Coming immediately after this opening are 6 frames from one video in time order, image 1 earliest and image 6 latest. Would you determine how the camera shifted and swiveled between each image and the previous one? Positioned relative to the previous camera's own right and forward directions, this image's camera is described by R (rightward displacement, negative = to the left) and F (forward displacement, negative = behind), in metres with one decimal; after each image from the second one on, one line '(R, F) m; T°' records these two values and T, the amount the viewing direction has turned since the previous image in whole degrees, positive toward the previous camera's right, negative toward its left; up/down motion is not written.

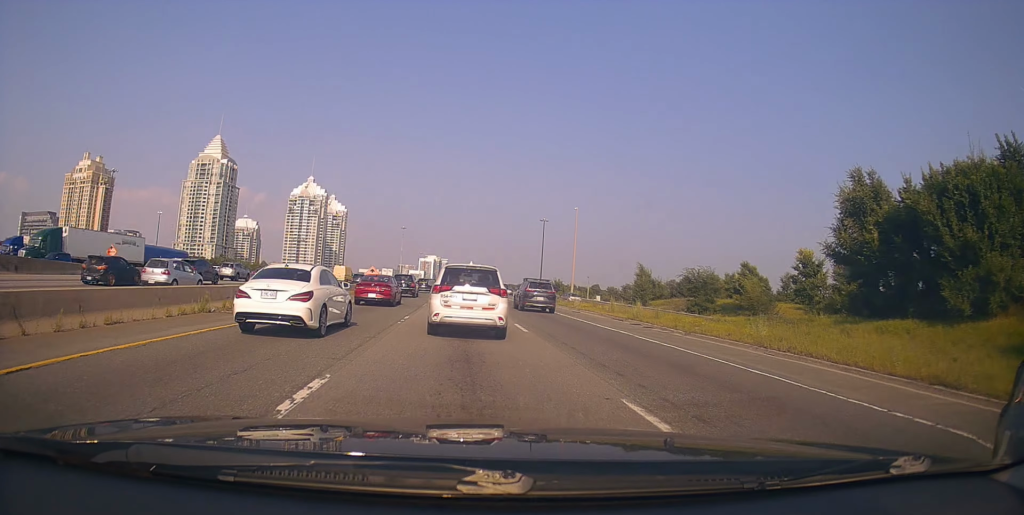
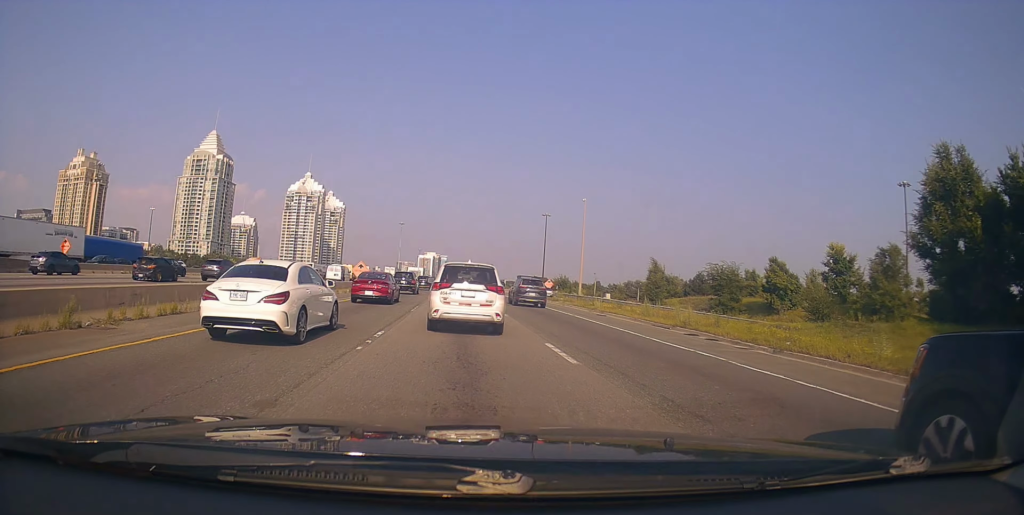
(-0.2, +6.1) m; -3°
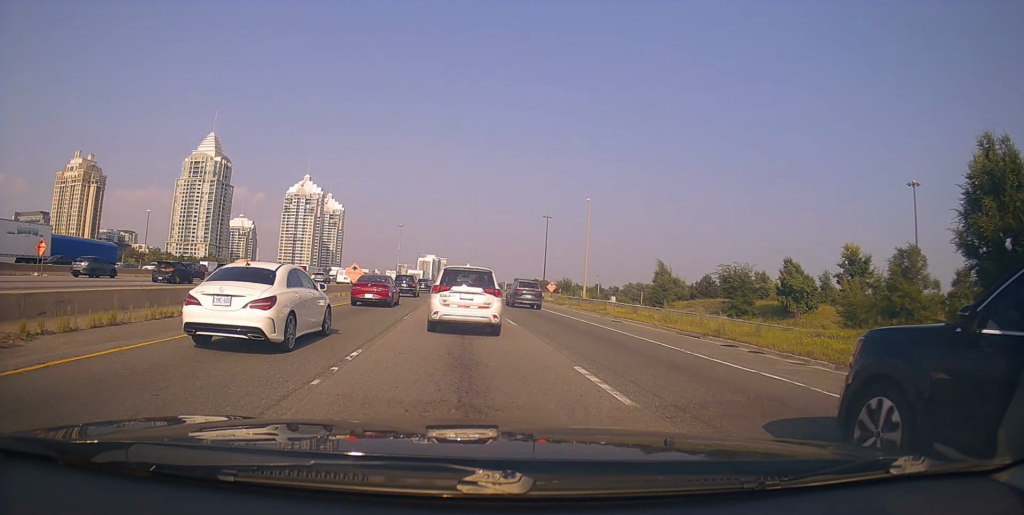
(-0.1, +3.1) m; -1°
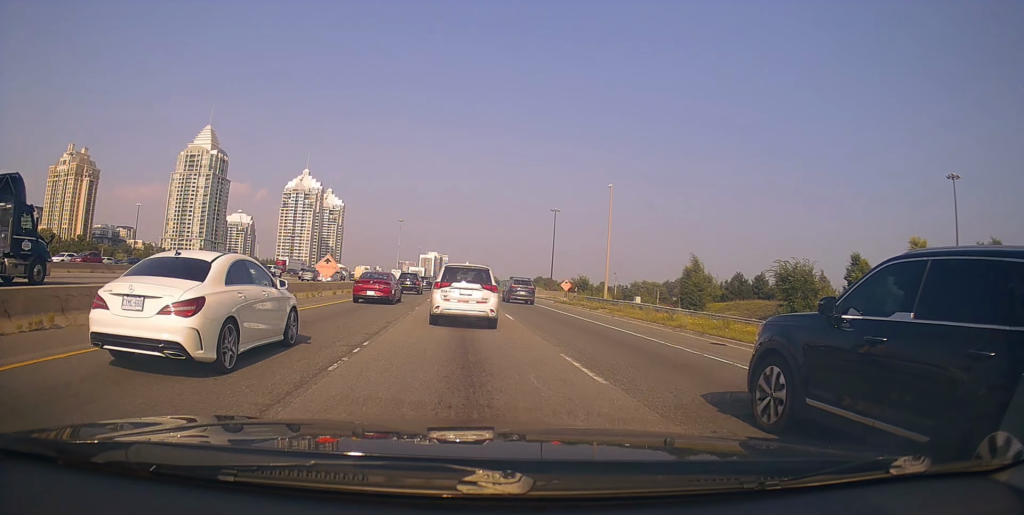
(+0.1, +10.1) m; -1°
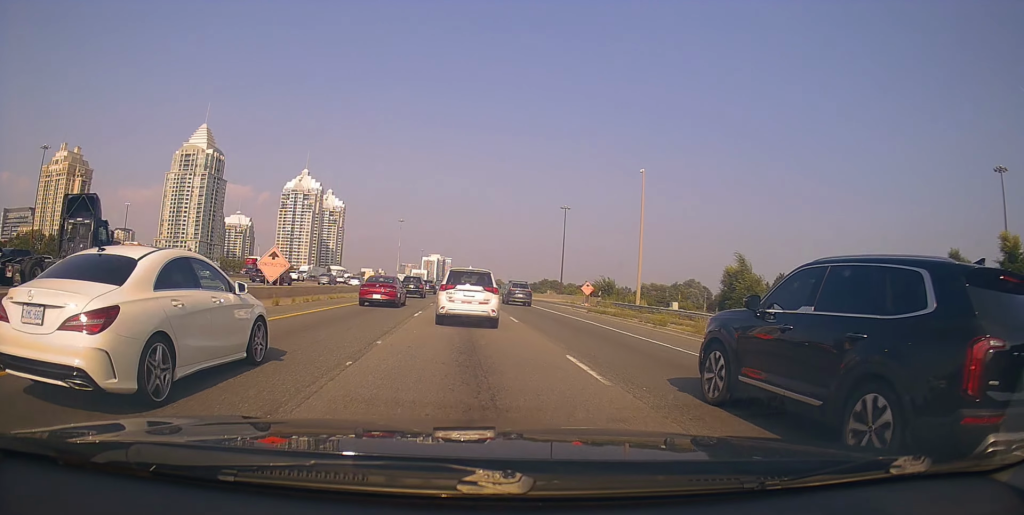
(0.0, +11.3) m; +1°
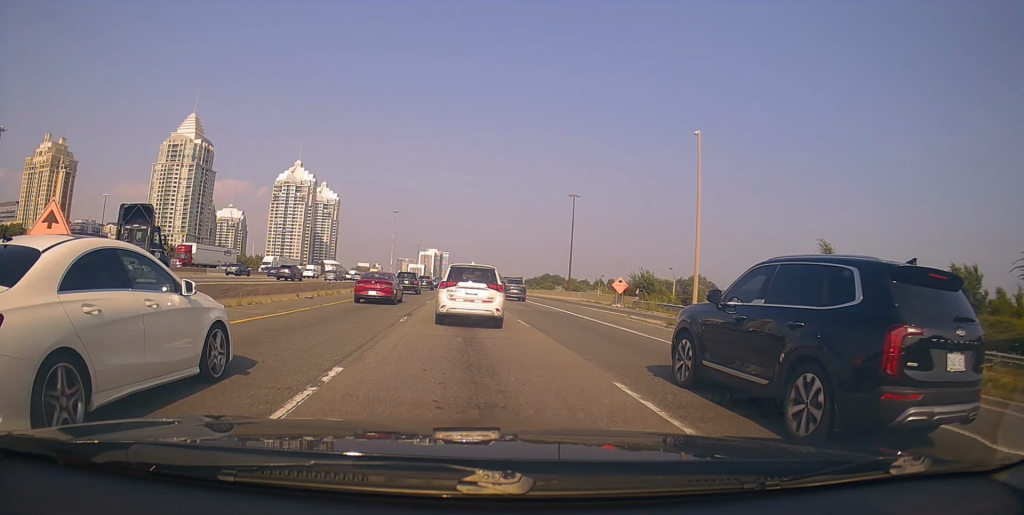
(+0.2, +14.9) m; +2°
